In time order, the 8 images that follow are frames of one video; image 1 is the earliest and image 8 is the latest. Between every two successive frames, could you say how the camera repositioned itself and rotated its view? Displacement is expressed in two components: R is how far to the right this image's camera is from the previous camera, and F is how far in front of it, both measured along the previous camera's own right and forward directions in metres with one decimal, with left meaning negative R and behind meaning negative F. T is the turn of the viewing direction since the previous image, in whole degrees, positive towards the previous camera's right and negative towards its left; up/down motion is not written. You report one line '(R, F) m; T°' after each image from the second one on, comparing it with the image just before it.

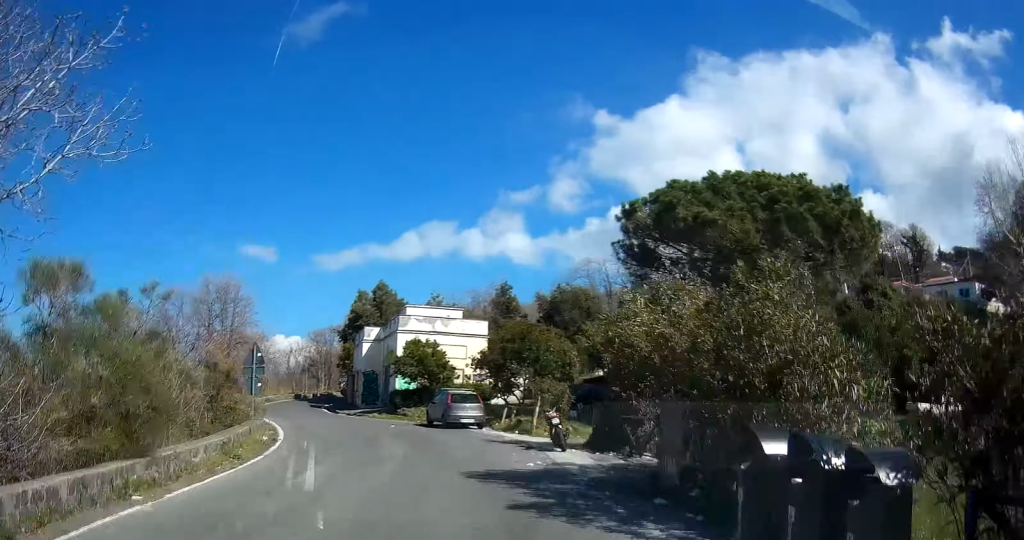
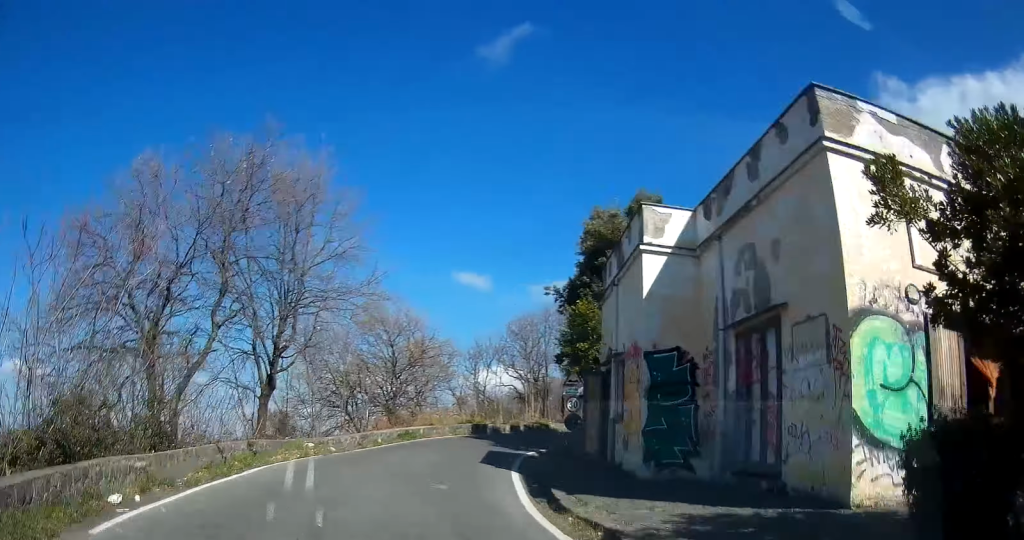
(-4.9, +34.2) m; +4°
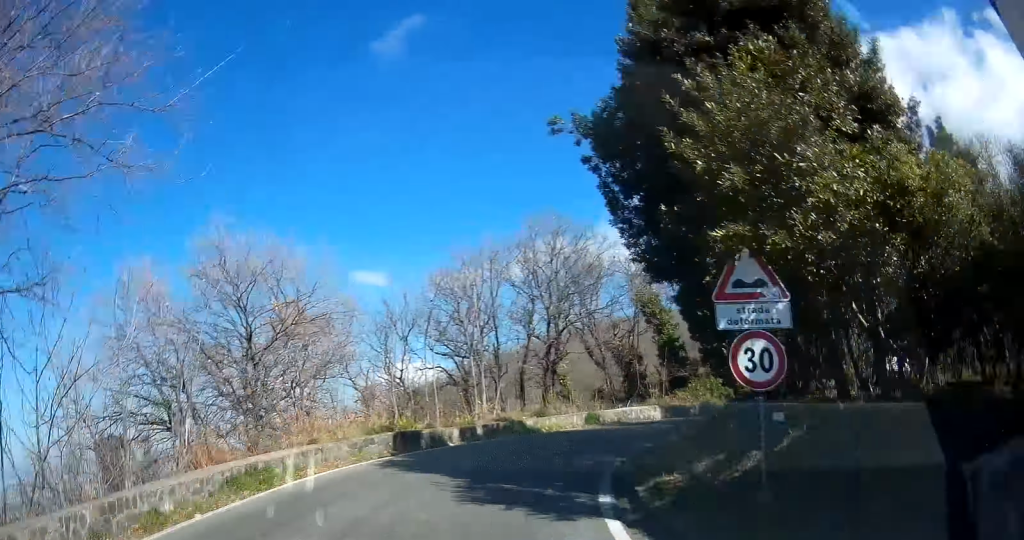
(+1.1, +14.7) m; +19°
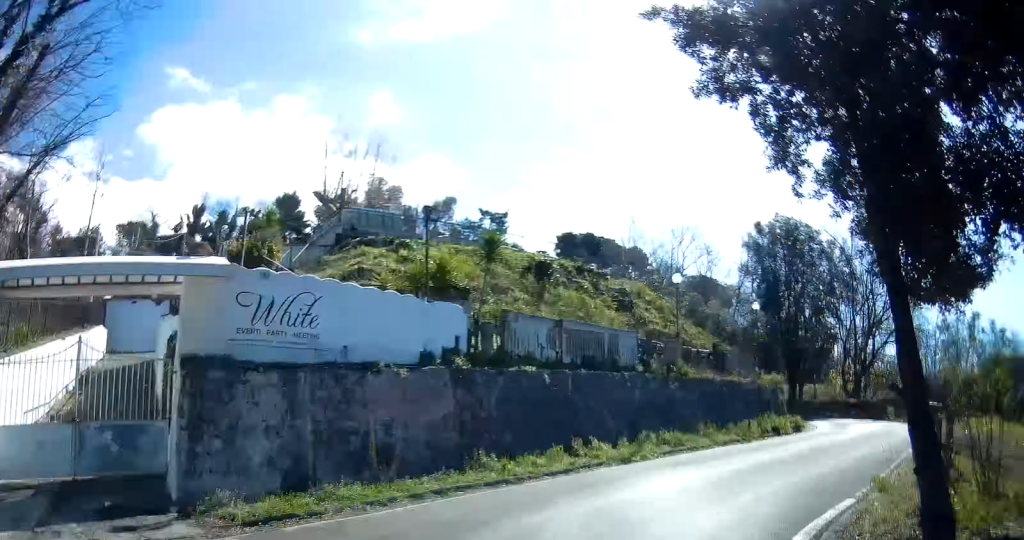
(+12.4, +21.3) m; +74°
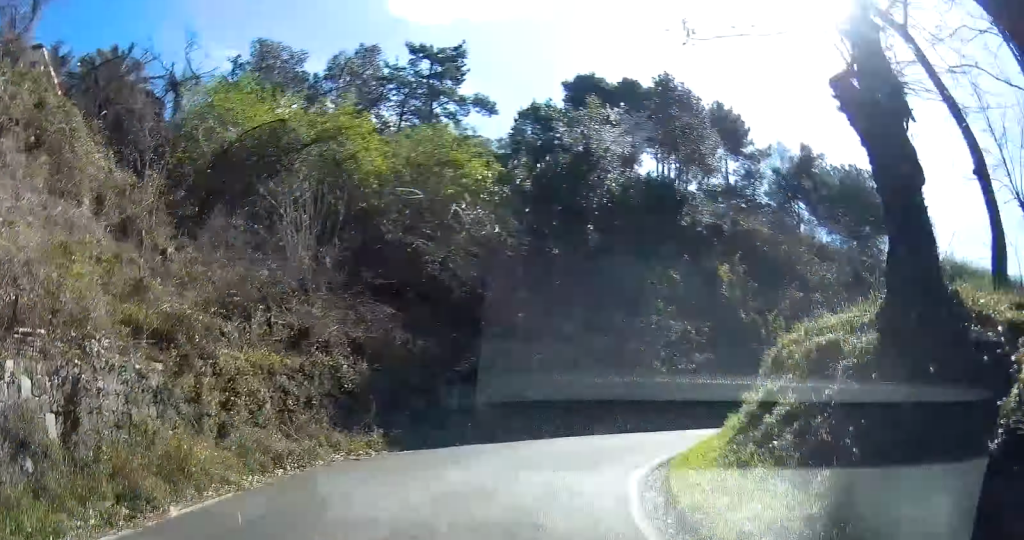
(+29.7, +70.4) m; +37°
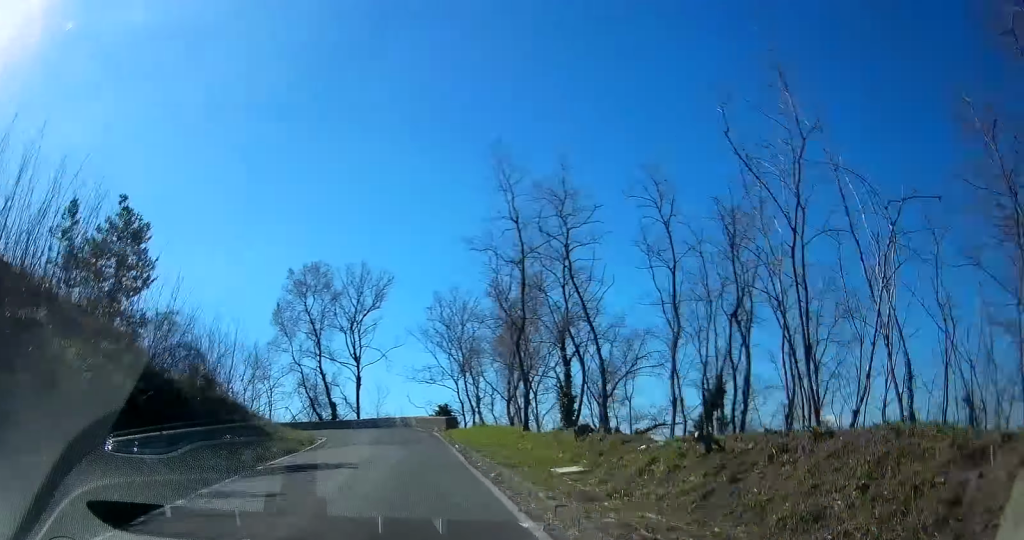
(+24.6, +39.9) m; +44°
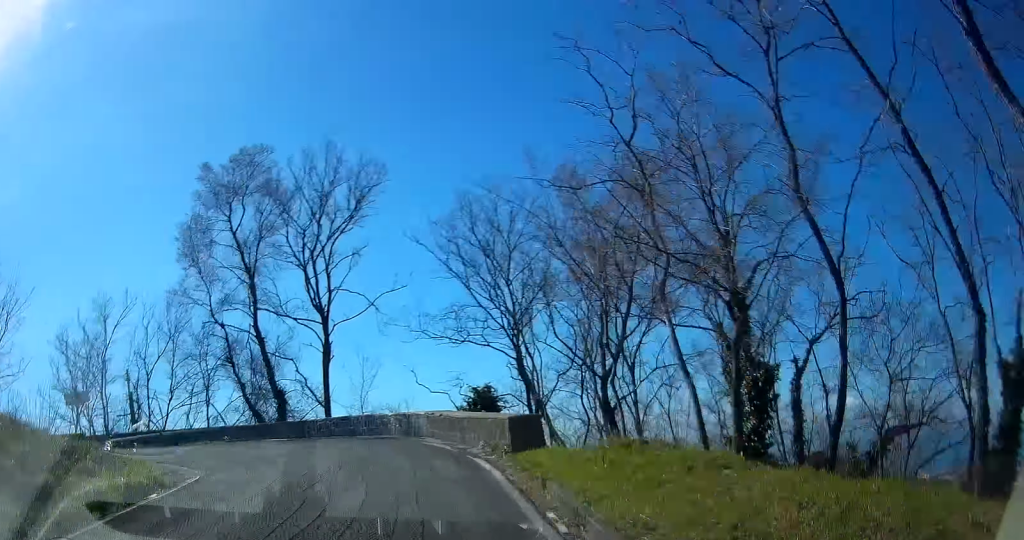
(+1.1, +17.6) m; -17°
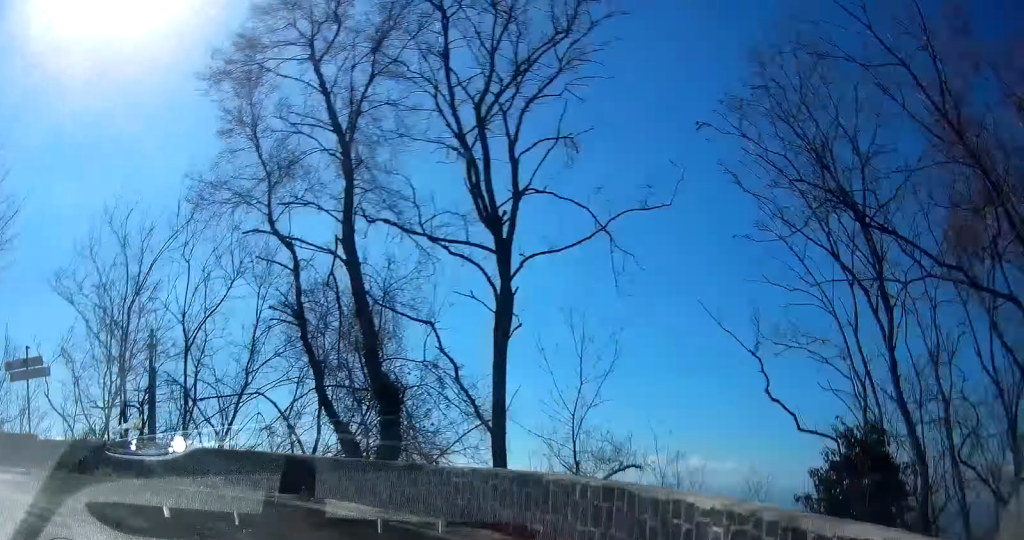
(+5.6, +15.0) m; -15°
